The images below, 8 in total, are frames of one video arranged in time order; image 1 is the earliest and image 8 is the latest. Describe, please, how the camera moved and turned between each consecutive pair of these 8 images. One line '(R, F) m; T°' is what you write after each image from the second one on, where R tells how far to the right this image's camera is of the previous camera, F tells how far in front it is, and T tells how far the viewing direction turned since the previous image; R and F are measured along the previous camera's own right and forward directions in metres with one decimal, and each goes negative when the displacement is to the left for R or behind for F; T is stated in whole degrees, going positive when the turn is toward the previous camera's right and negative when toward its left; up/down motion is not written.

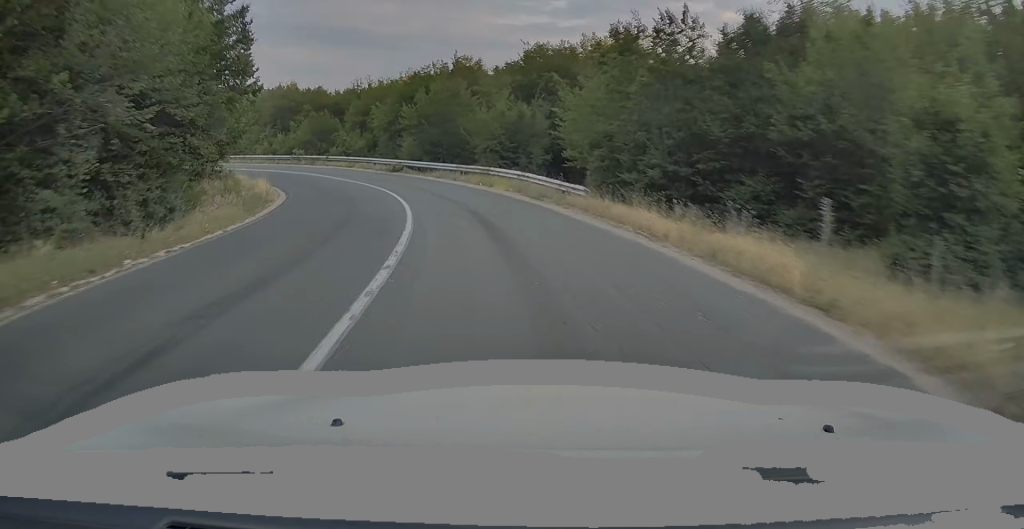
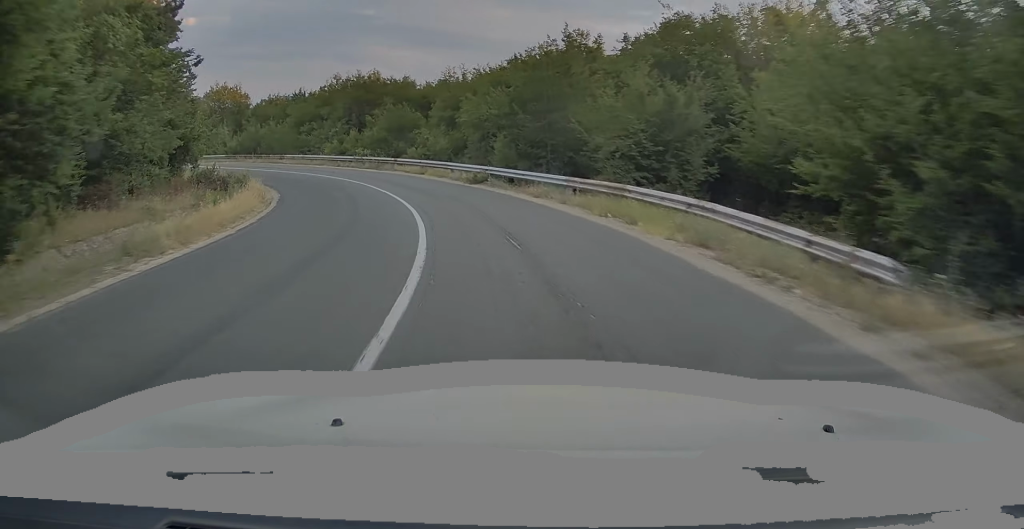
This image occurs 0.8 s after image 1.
(-1.2, +11.4) m; -10°
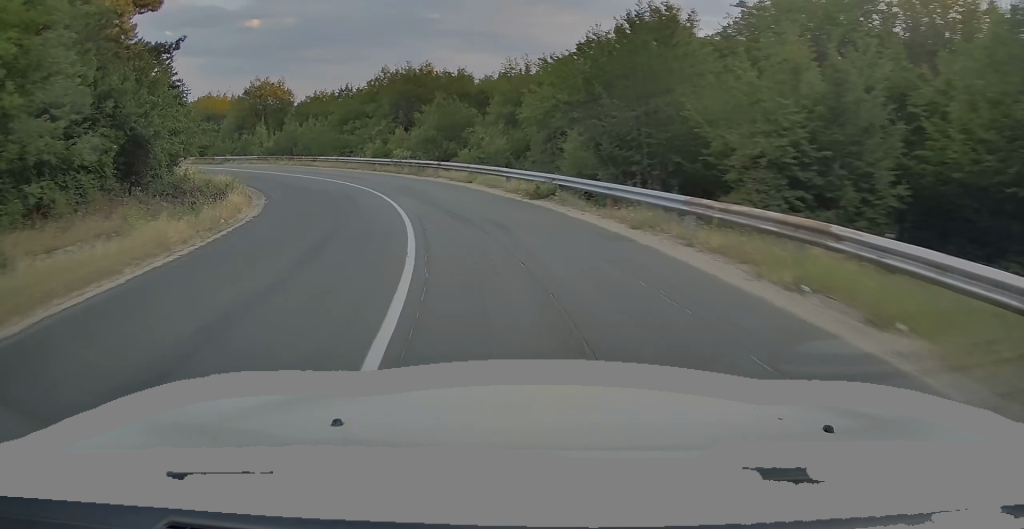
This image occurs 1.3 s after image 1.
(-0.2, +7.1) m; -6°
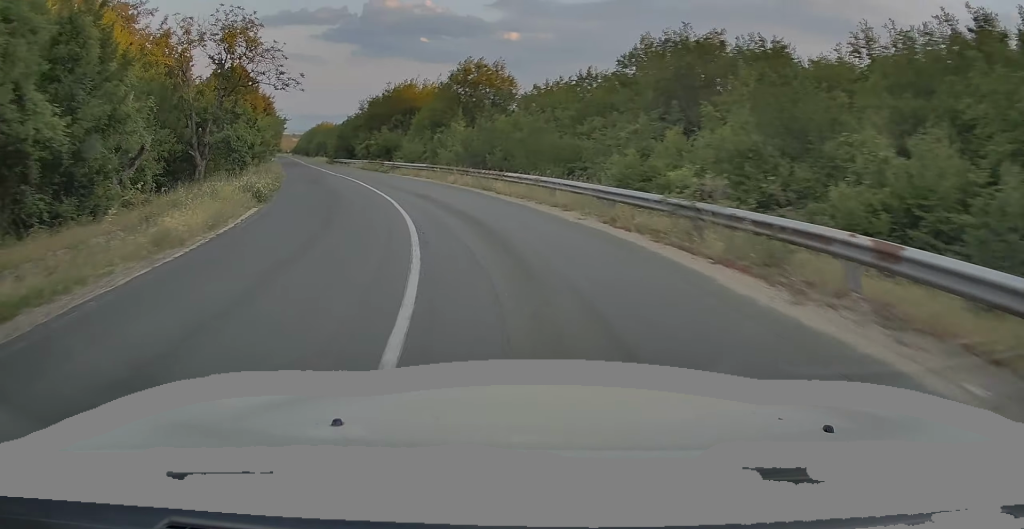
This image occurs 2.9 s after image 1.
(-3.7, +21.6) m; -20°
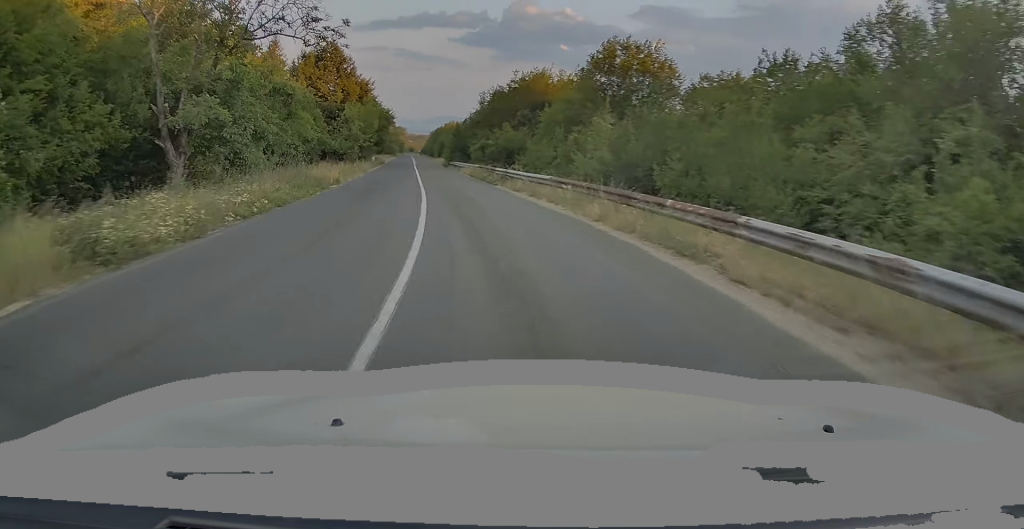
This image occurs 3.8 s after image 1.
(-1.6, +12.8) m; -12°
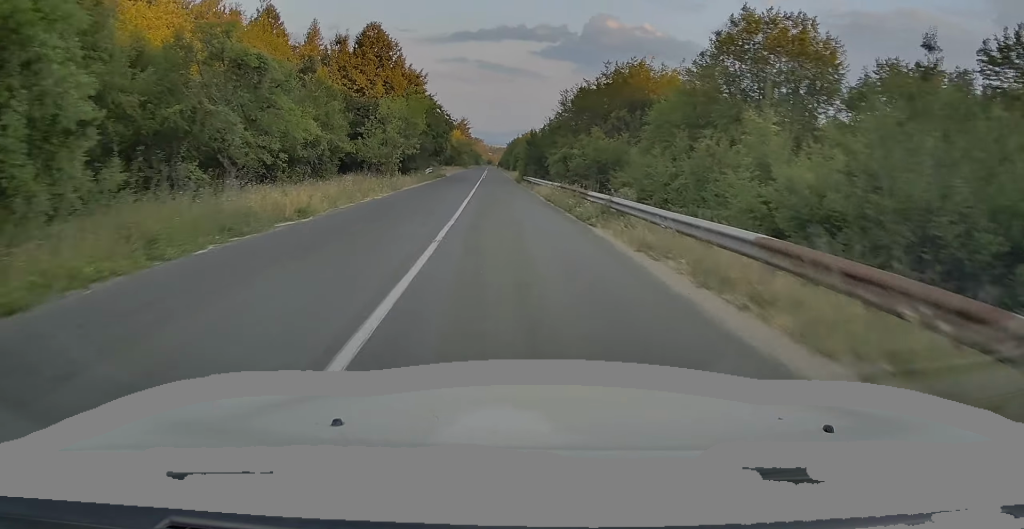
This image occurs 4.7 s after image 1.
(-1.1, +12.1) m; -7°
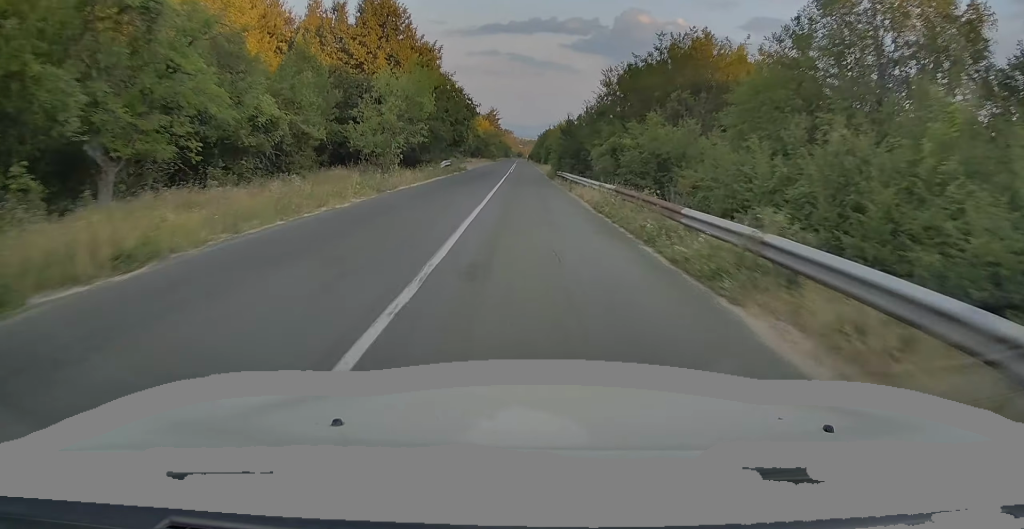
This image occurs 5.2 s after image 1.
(-0.3, +8.0) m; -3°
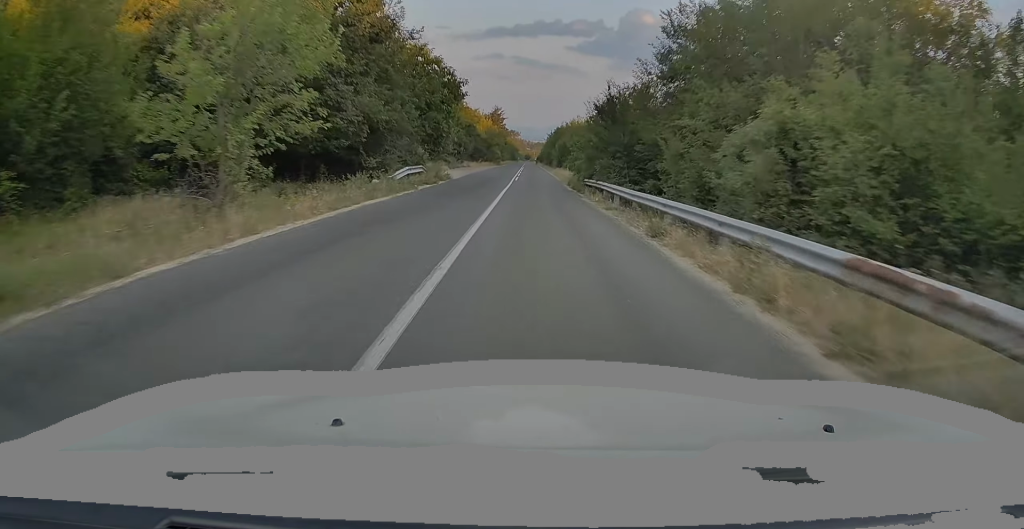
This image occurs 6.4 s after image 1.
(-0.1, +16.4) m; 0°
